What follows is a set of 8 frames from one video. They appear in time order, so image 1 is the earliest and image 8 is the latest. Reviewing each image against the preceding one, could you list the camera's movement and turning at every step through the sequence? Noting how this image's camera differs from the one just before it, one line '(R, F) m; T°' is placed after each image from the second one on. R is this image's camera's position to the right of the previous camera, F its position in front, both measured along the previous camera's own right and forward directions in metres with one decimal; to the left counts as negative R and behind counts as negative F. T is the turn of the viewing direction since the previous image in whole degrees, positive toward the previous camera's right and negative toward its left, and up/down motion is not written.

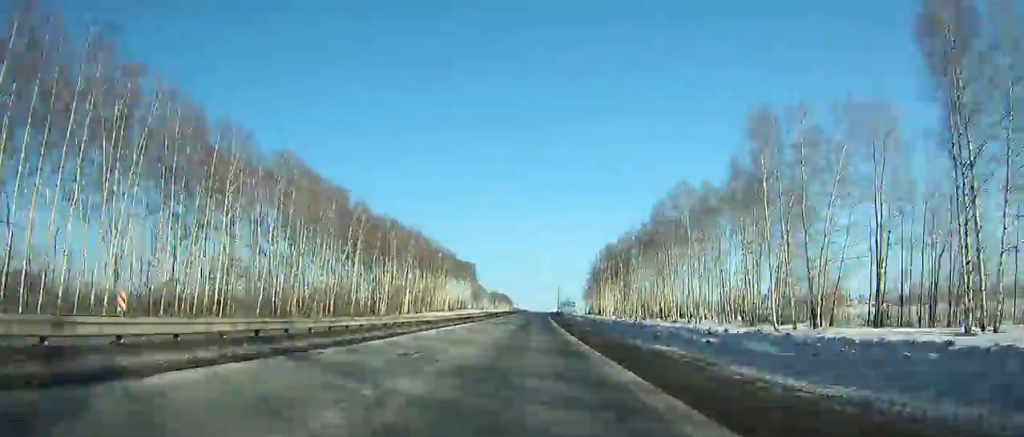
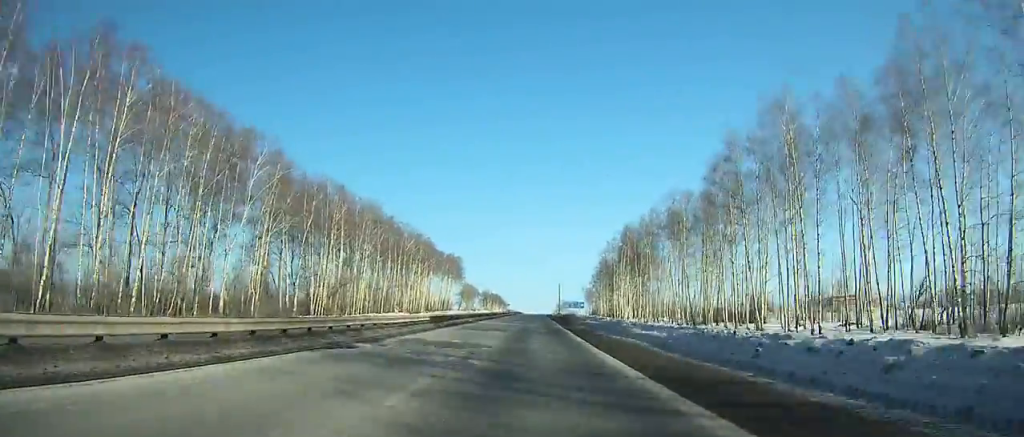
(+0.2, +38.5) m; +1°
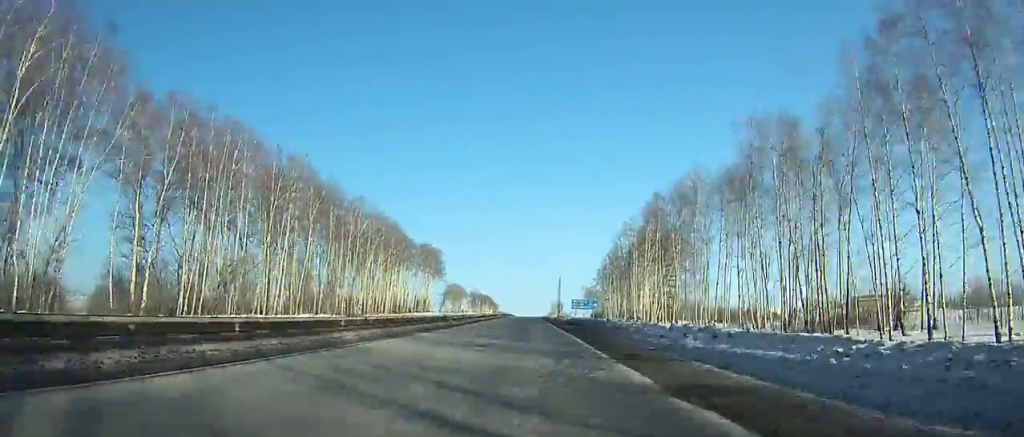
(+0.2, +36.1) m; 0°
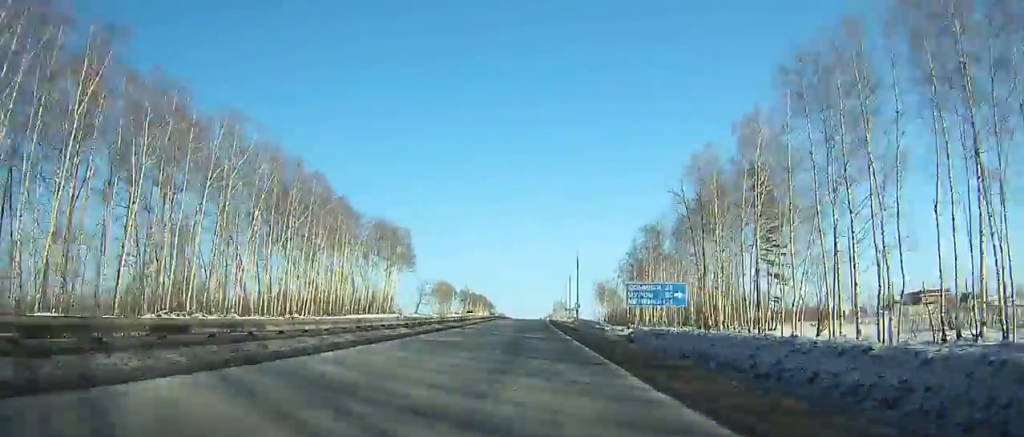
(+0.2, +50.7) m; 0°
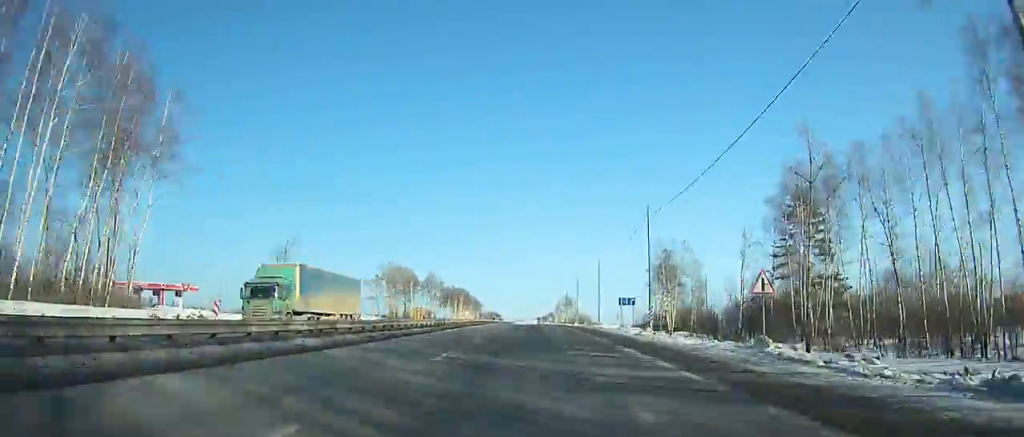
(+0.1, +108.8) m; 0°
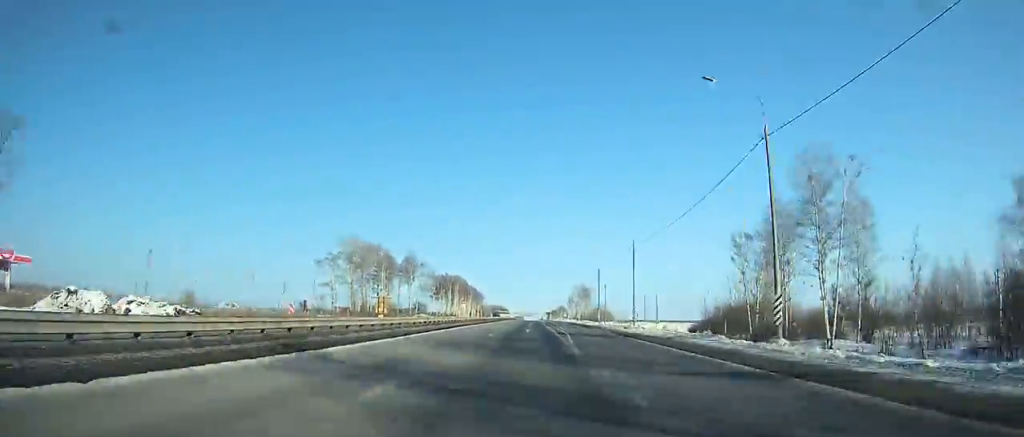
(-0.2, +55.8) m; 0°
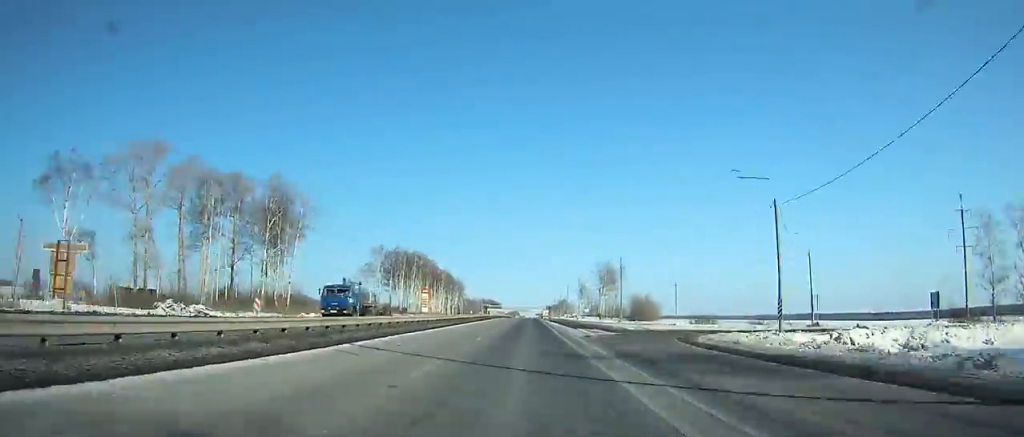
(0.0, +93.1) m; 0°
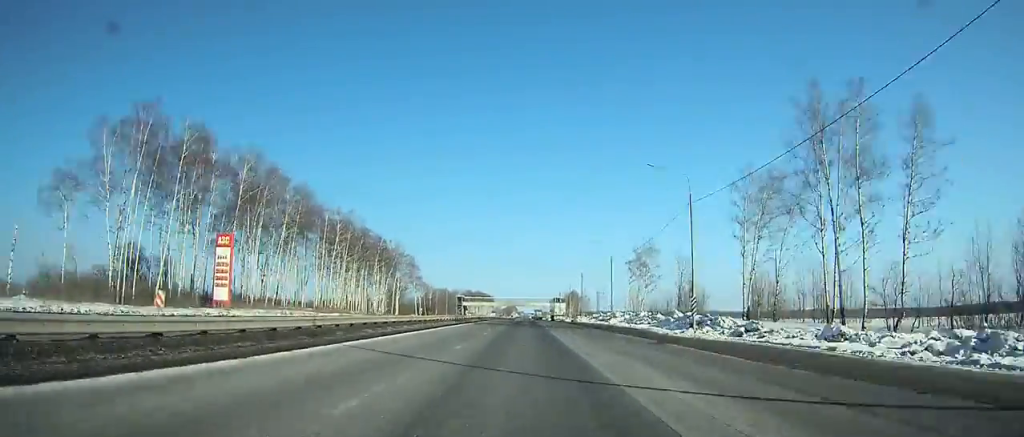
(0.0, +123.8) m; 0°
